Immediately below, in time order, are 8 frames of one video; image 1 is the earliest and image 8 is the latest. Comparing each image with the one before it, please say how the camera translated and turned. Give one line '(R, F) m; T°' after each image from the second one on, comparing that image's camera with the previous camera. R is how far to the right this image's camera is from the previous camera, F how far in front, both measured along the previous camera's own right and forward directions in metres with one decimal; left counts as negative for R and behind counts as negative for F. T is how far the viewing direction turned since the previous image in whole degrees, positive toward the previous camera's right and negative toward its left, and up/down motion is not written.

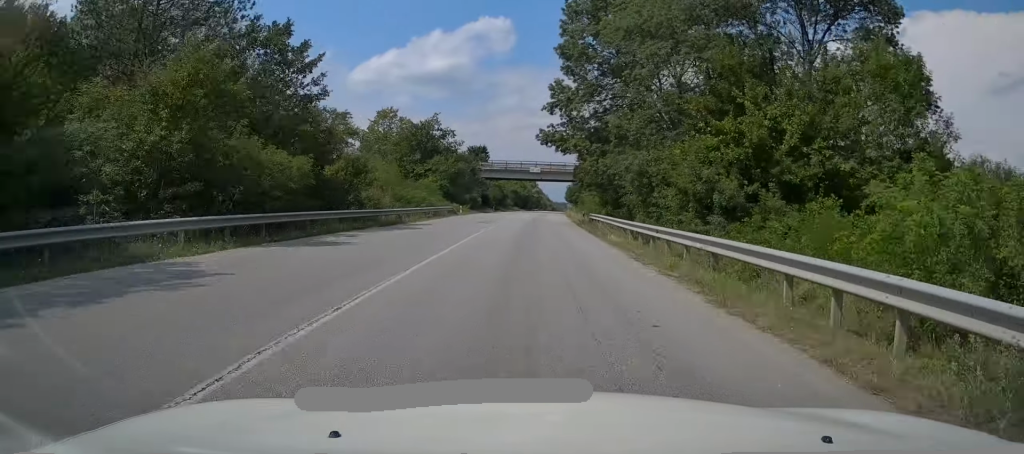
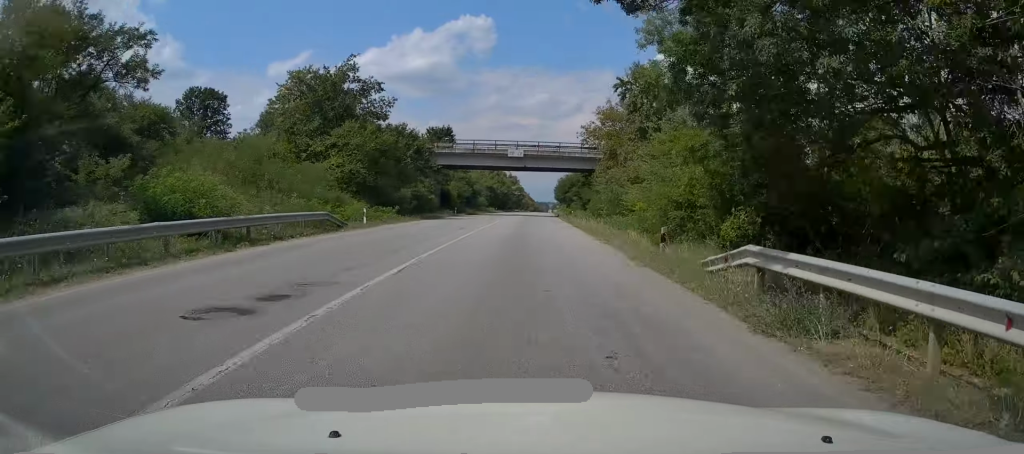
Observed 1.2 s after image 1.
(+0.2, +28.8) m; +1°
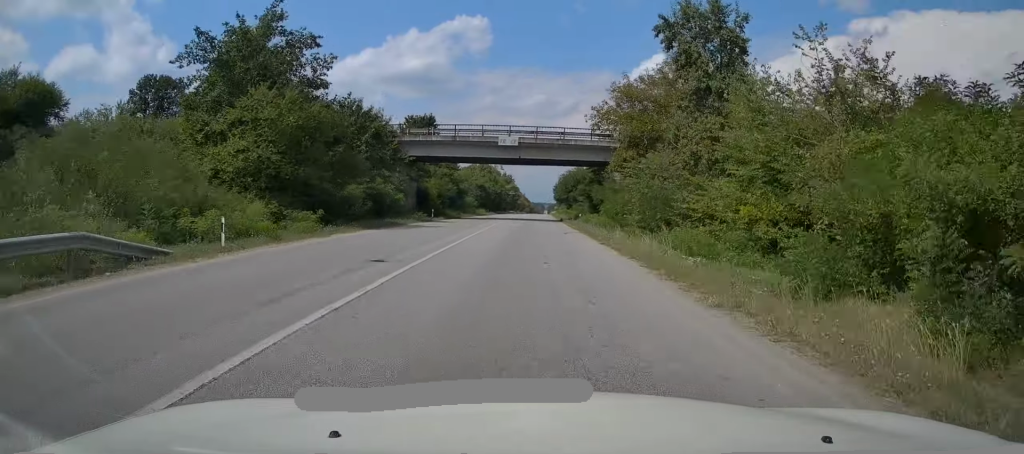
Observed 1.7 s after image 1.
(+0.2, +13.2) m; +1°
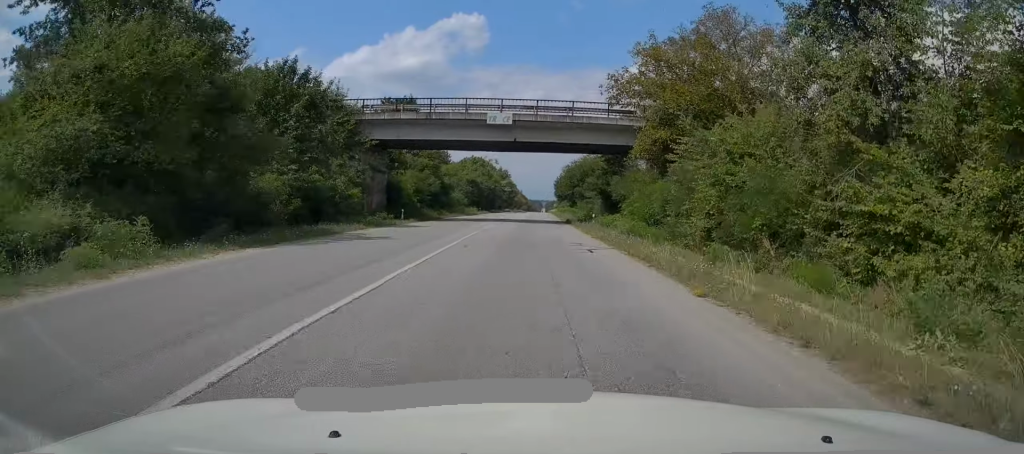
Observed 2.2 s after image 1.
(0.0, +11.4) m; +1°
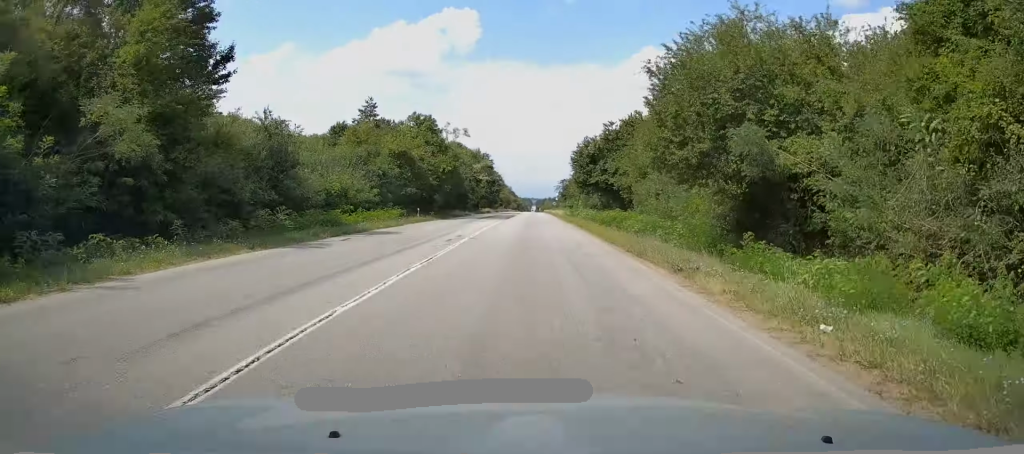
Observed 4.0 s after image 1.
(+0.8, +44.8) m; +2°
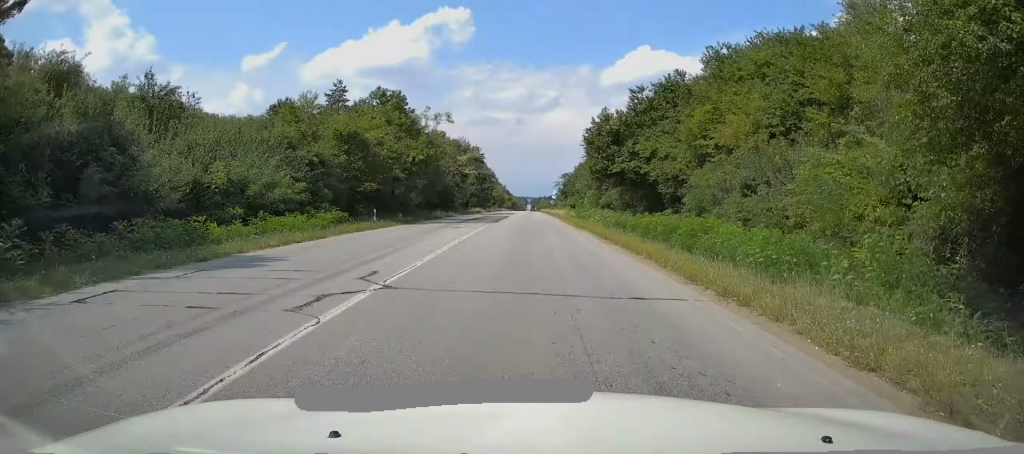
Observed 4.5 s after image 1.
(0.0, +11.4) m; -1°
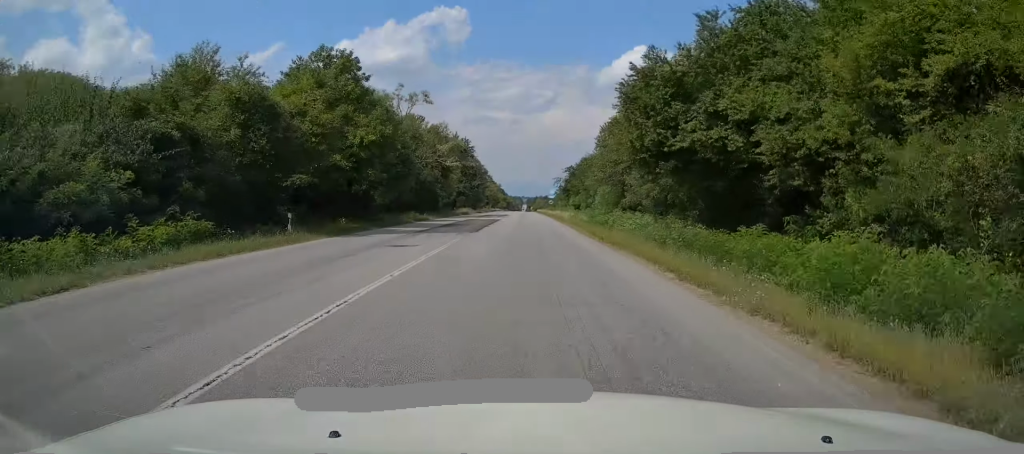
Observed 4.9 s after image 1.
(0.0, +11.5) m; 0°
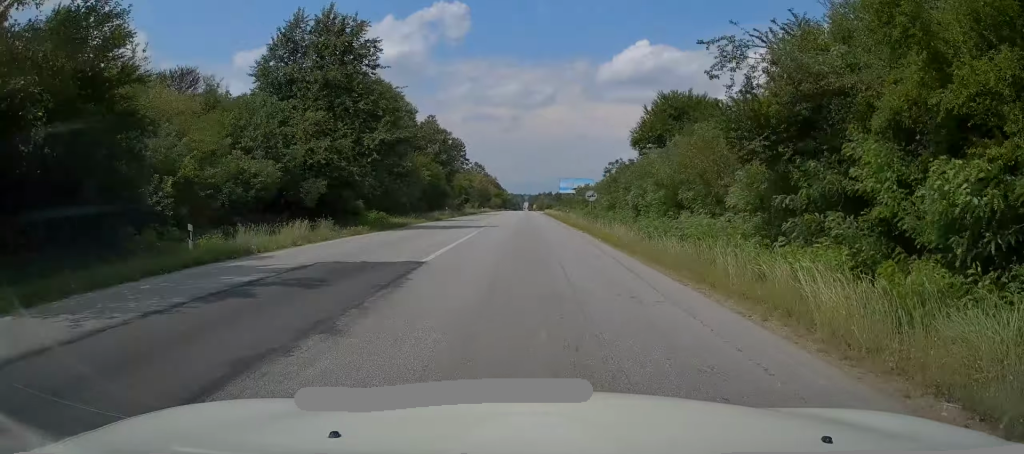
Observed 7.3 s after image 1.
(-0.1, +57.2) m; +1°
